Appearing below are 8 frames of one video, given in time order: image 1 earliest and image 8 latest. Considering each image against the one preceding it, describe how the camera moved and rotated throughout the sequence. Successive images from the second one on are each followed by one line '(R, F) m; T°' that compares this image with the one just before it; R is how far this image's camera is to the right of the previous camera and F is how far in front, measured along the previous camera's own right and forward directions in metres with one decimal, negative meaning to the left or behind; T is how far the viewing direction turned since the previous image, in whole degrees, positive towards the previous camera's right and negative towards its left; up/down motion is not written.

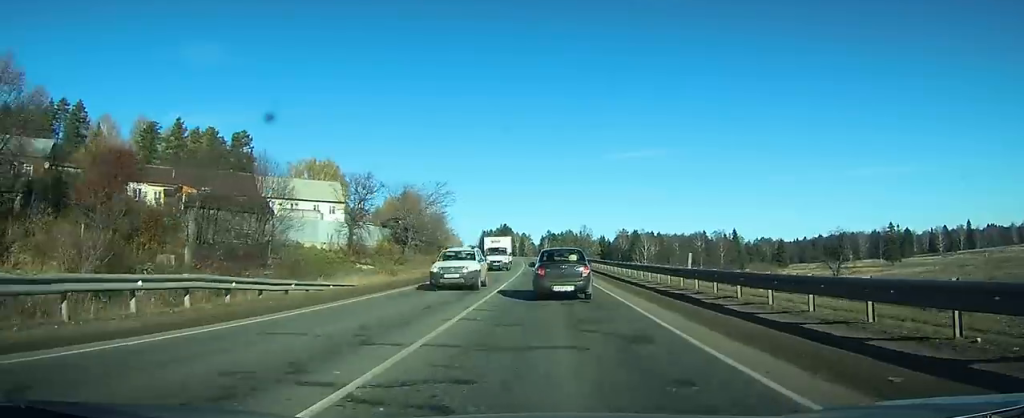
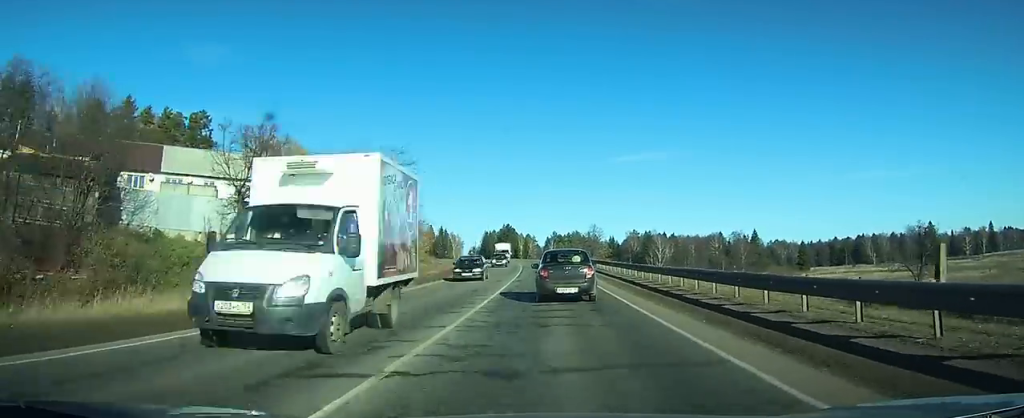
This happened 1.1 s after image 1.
(-0.1, +21.3) m; 0°
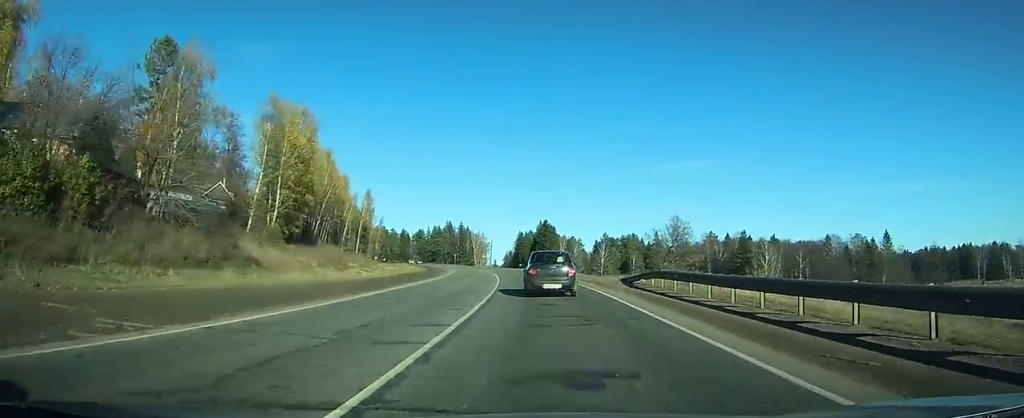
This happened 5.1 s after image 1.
(-1.6, +80.9) m; -3°
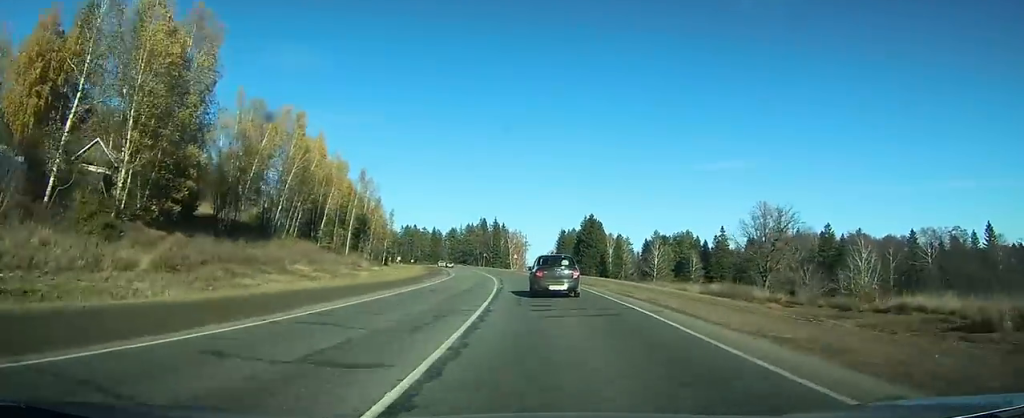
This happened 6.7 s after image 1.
(-0.5, +31.6) m; -3°
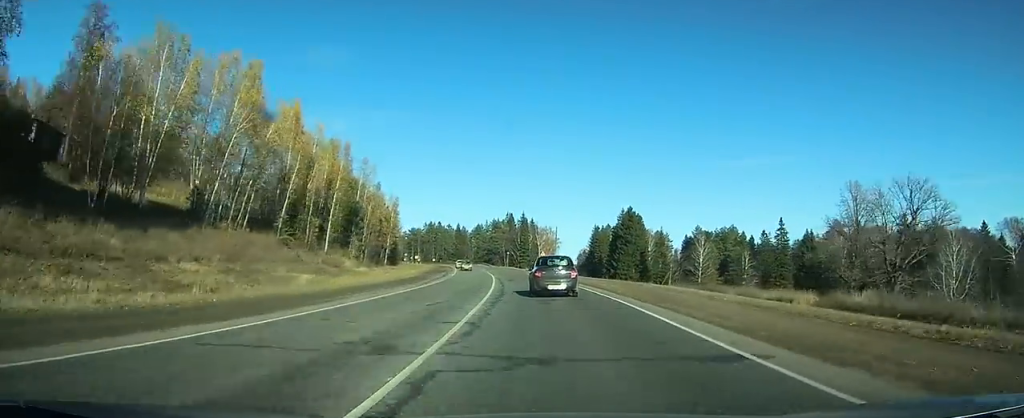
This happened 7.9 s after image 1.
(-0.1, +22.4) m; -3°
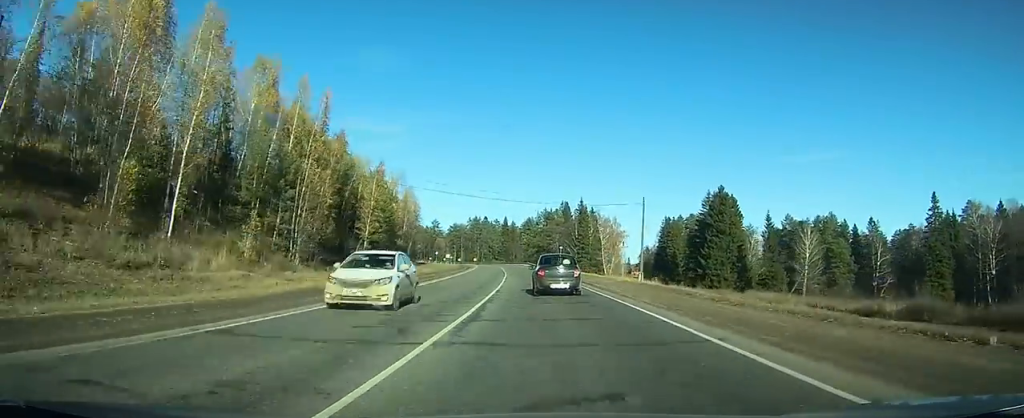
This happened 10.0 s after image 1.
(-2.0, +42.6) m; -6°
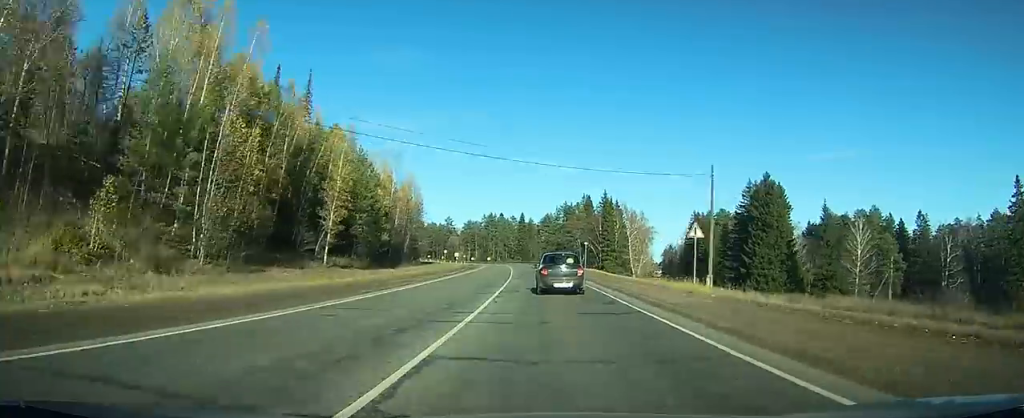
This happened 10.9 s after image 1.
(-0.6, +17.6) m; -2°
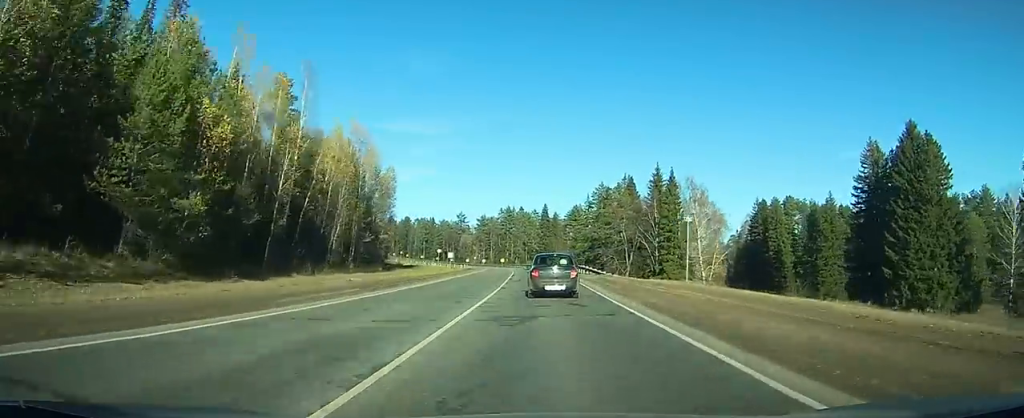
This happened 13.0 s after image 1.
(-1.7, +43.6) m; -4°
